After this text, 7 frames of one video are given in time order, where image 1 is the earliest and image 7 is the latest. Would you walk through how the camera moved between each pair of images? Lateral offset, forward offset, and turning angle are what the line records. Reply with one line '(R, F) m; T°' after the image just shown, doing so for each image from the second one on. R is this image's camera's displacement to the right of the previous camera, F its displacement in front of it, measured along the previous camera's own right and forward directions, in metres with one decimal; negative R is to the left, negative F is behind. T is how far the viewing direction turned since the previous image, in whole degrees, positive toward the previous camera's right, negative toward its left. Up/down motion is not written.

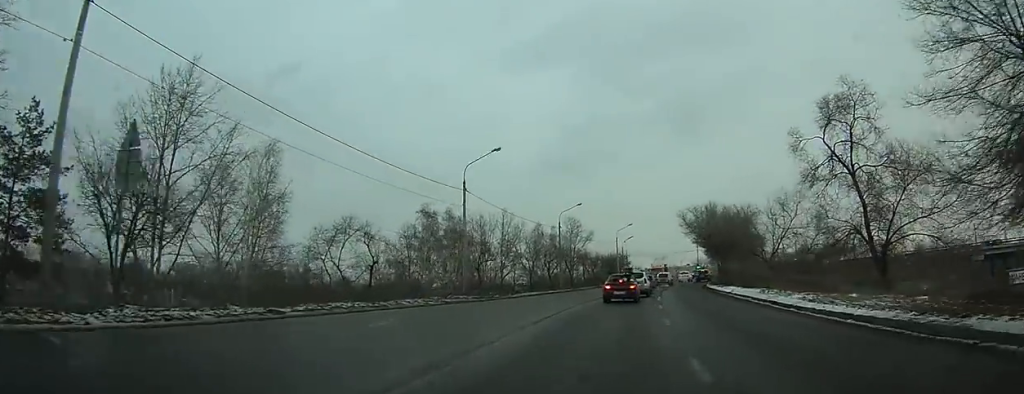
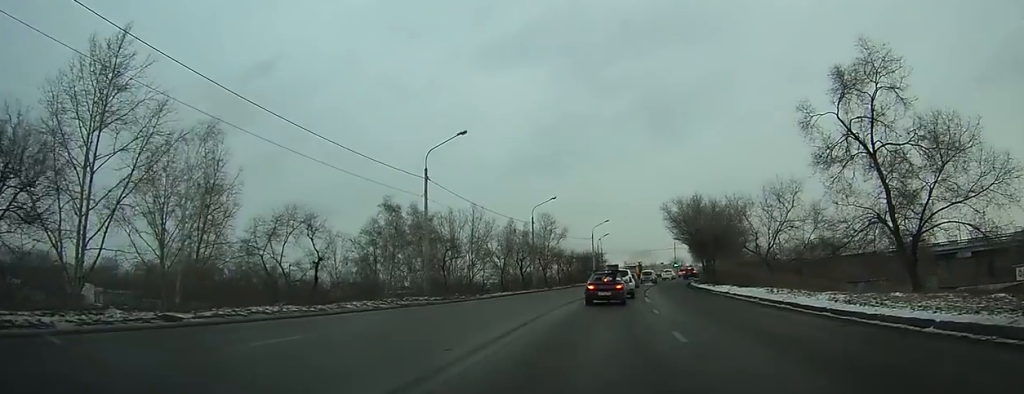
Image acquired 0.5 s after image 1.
(-0.1, +4.1) m; +4°
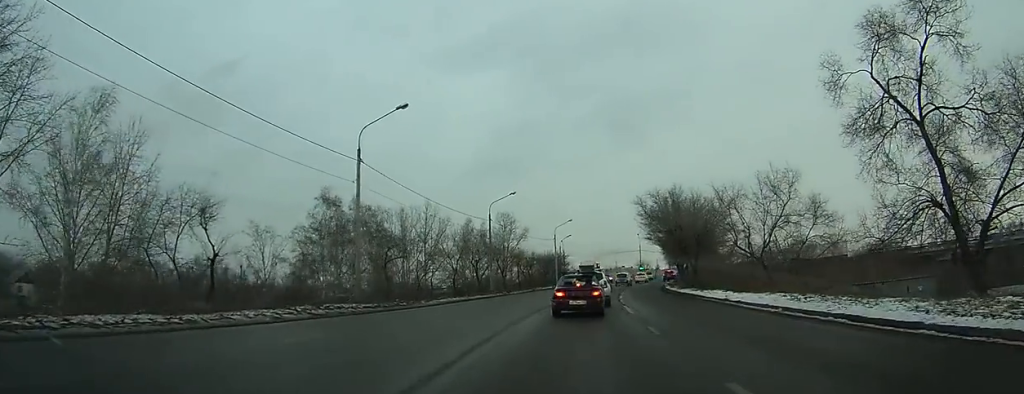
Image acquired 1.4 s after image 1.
(+0.6, +5.5) m; +5°
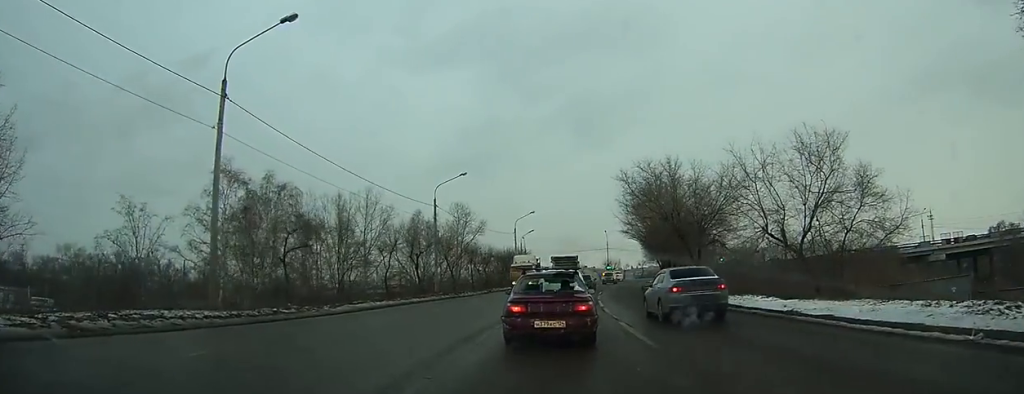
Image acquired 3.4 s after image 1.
(+0.1, +10.4) m; +4°
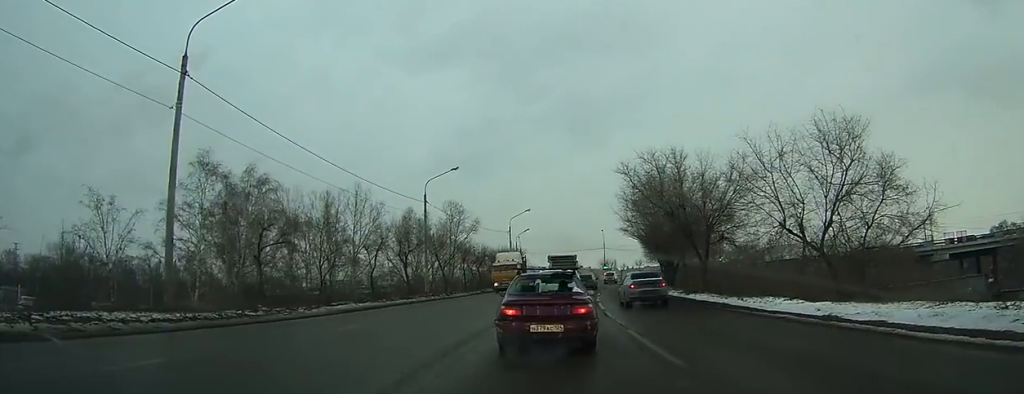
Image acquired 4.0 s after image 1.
(+0.1, +2.5) m; +2°
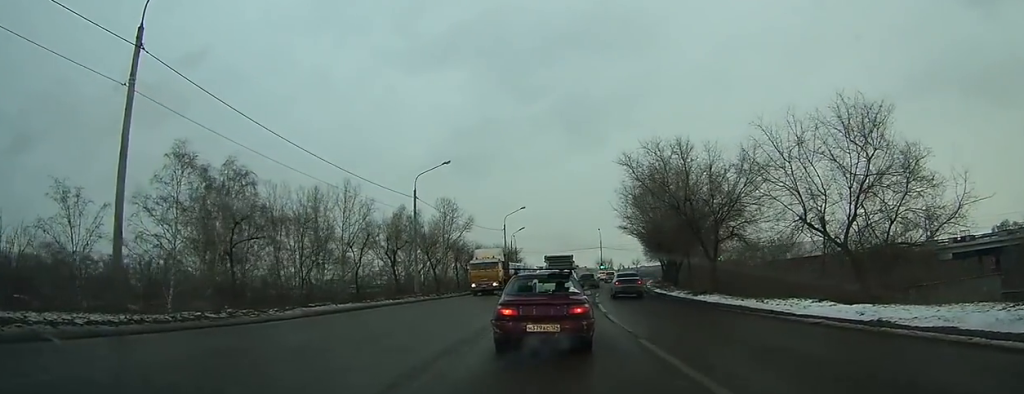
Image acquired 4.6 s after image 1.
(+0.1, +2.5) m; +2°
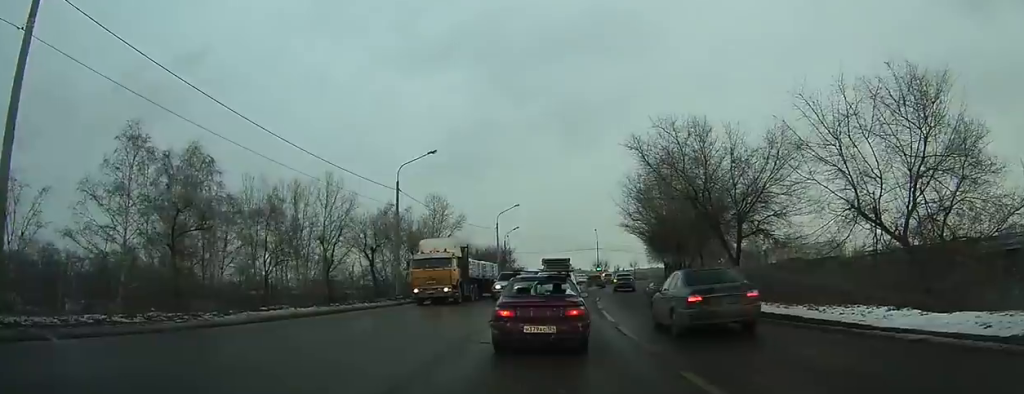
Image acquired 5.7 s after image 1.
(-0.1, +4.4) m; -1°
